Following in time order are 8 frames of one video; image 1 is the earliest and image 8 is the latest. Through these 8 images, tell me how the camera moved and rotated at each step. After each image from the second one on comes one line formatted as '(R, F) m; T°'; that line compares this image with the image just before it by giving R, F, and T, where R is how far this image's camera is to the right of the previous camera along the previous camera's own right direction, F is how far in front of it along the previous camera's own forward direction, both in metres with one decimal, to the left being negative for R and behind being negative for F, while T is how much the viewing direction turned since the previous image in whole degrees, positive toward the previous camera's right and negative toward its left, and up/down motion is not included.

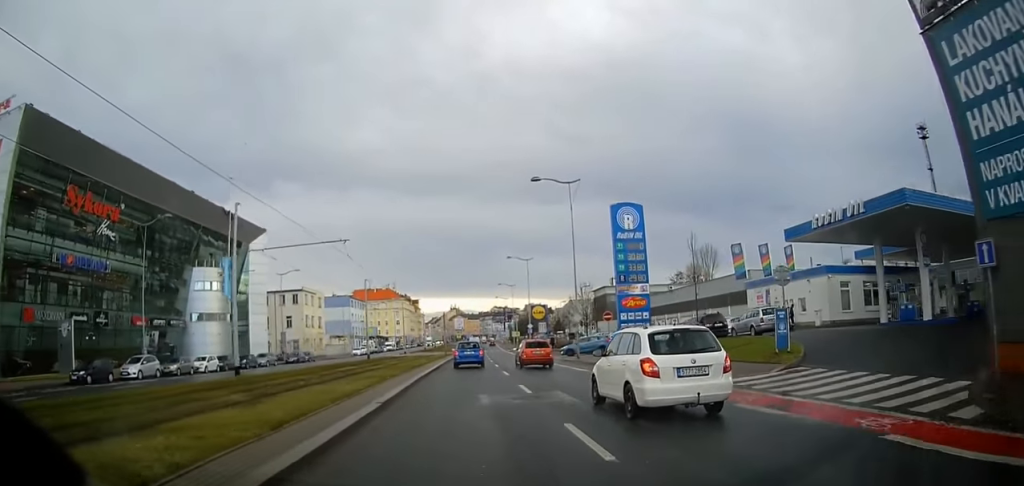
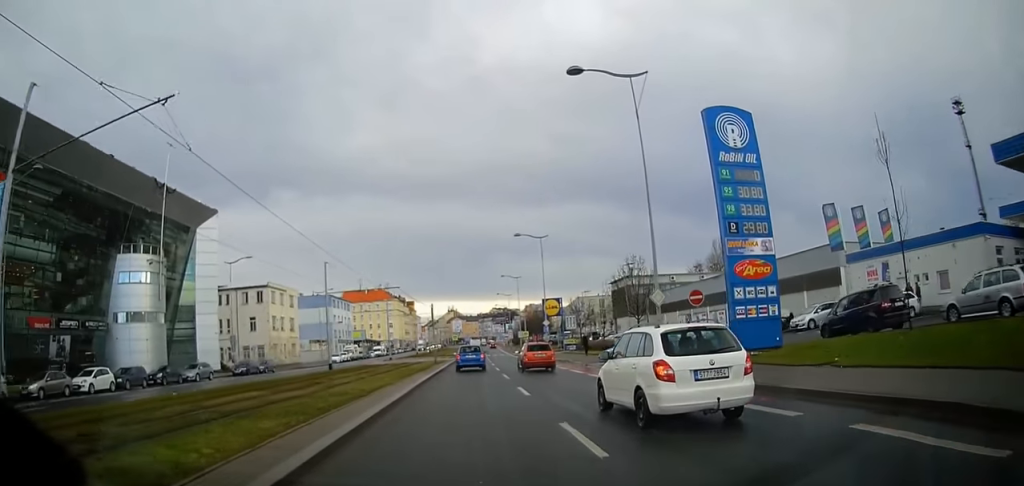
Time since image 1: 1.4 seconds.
(+0.2, +17.1) m; 0°
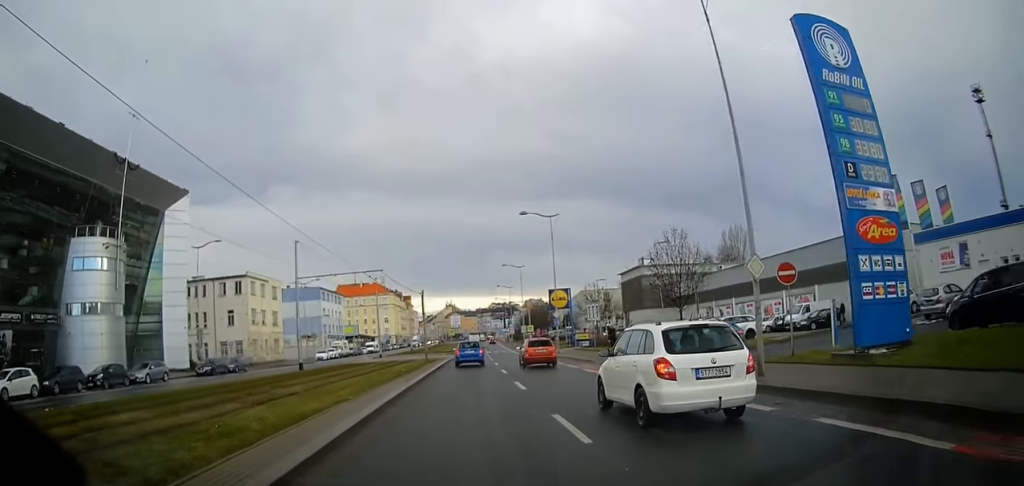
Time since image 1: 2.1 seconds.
(-0.1, +8.0) m; 0°
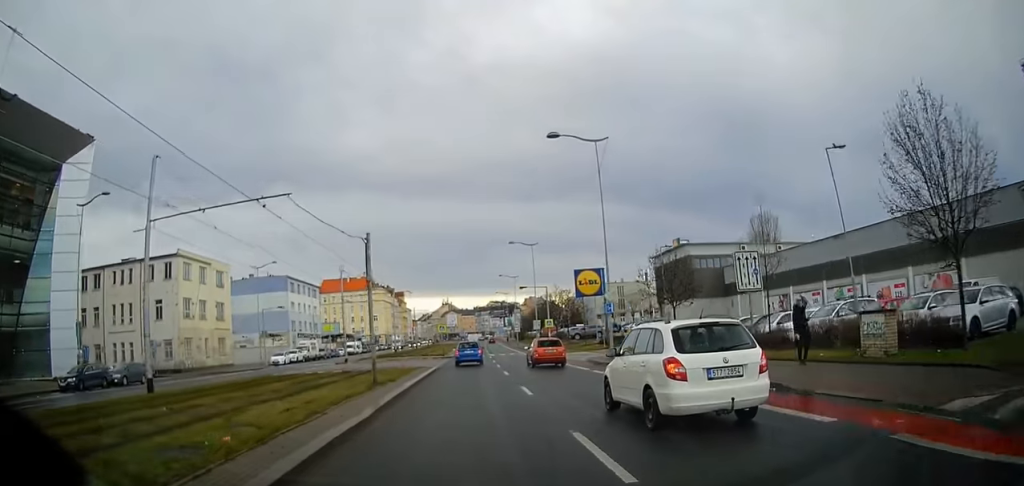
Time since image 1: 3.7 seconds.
(+0.3, +19.5) m; +1°
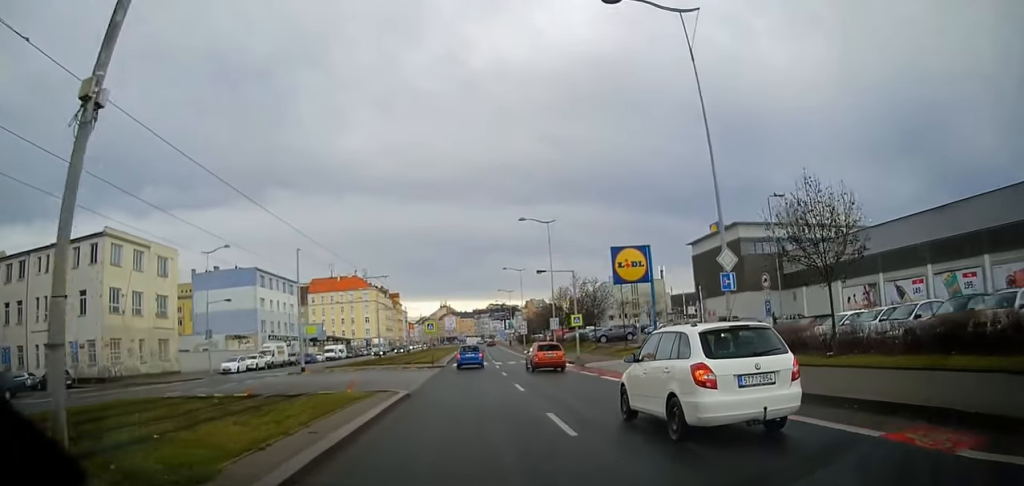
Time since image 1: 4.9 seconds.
(0.0, +14.4) m; 0°
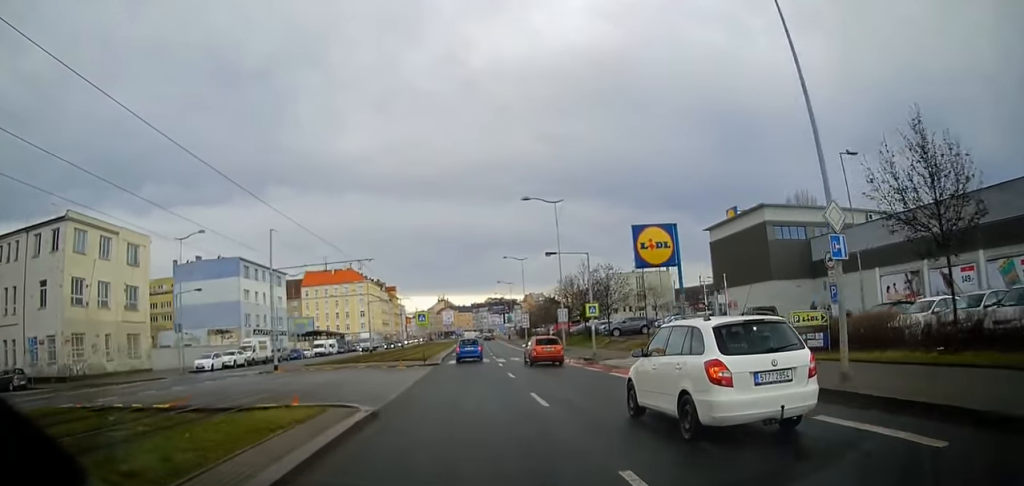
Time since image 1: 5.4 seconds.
(0.0, +5.6) m; 0°
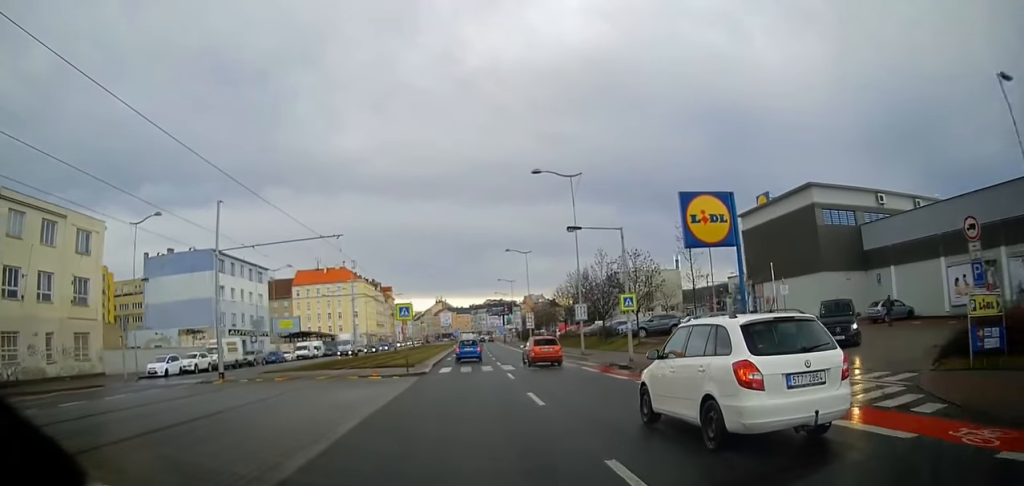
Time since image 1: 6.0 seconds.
(+0.1, +8.1) m; 0°
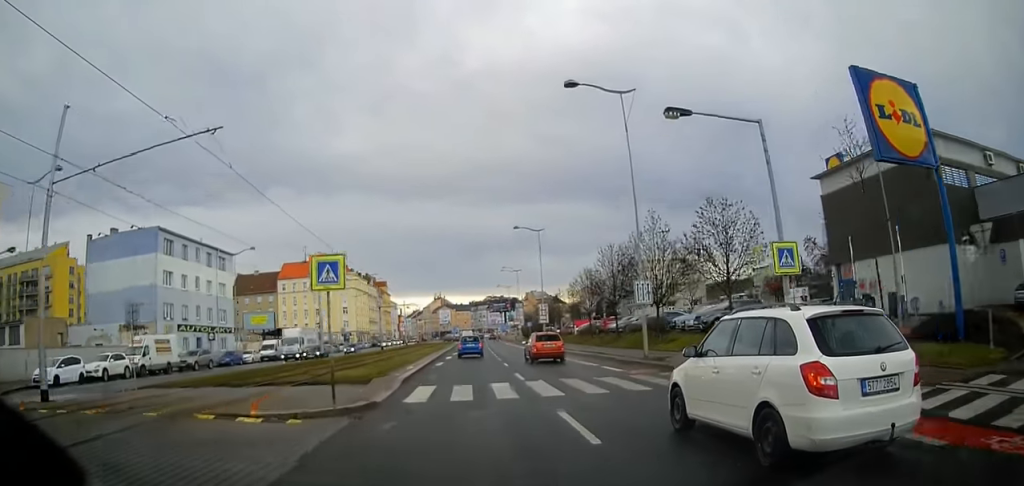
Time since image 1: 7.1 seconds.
(-0.1, +13.5) m; -1°
